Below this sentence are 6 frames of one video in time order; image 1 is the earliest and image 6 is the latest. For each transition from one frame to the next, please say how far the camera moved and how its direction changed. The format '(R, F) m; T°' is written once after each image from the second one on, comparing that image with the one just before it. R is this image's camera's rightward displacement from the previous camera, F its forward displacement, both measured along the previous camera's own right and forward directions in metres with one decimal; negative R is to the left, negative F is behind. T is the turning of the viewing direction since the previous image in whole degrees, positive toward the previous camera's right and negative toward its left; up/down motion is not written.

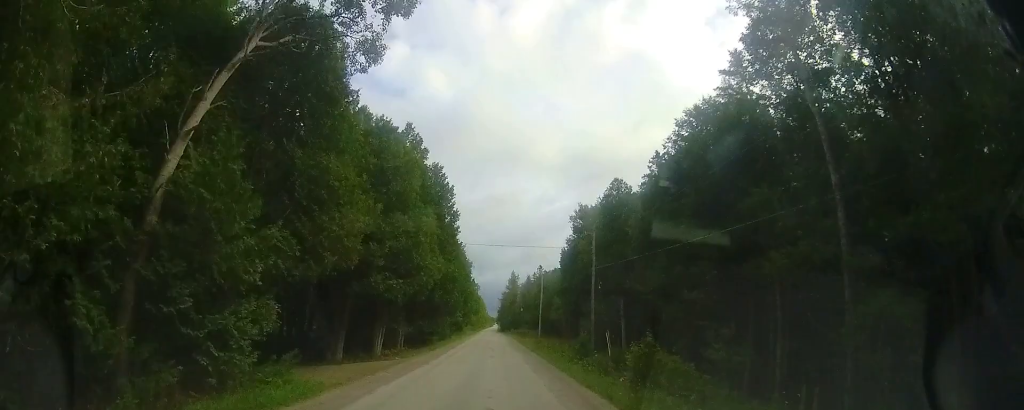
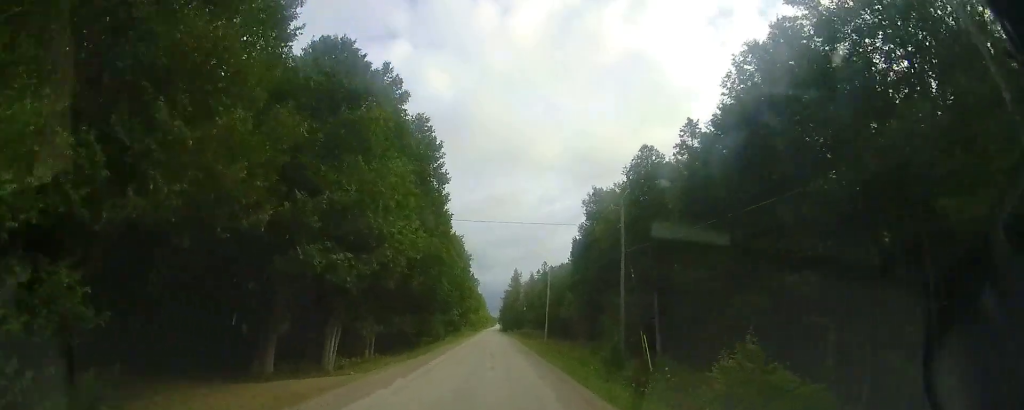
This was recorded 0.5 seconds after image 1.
(+0.2, +5.4) m; 0°
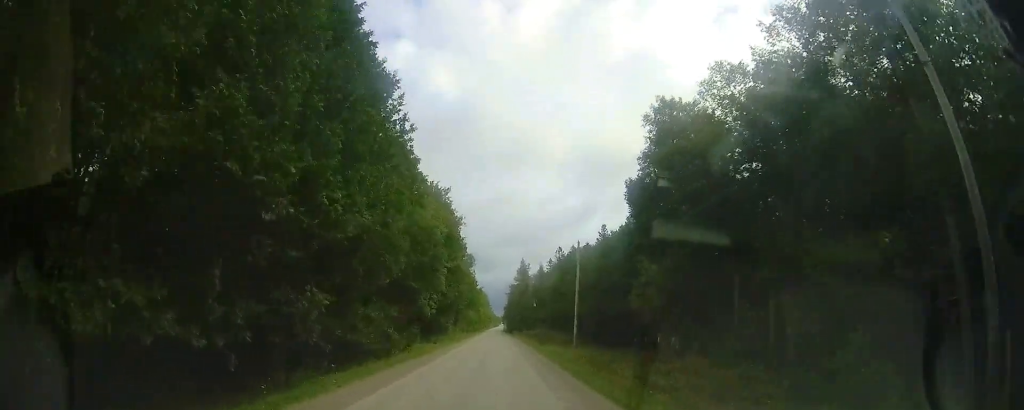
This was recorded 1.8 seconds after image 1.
(-0.3, +15.8) m; -2°
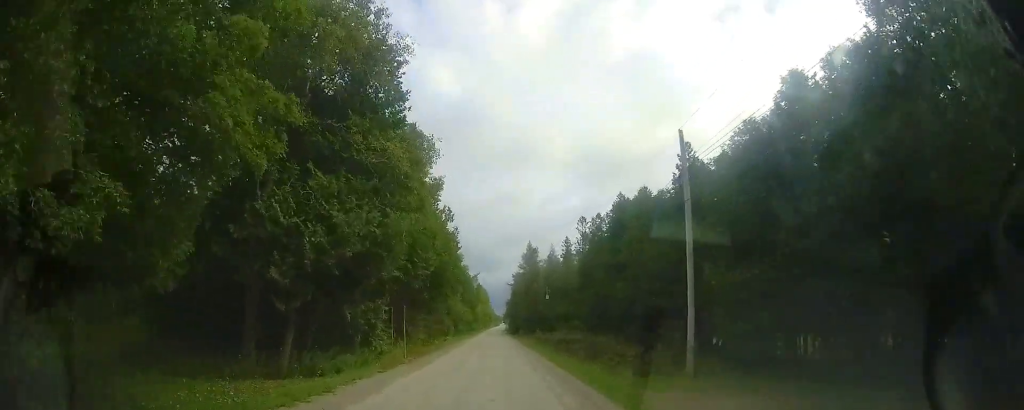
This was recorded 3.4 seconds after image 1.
(+0.1, +20.1) m; 0°
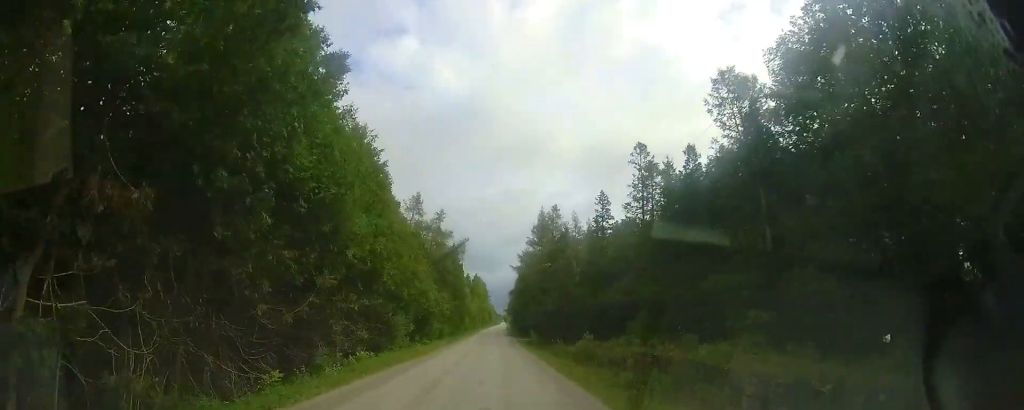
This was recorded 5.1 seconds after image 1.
(-0.6, +23.8) m; -3°
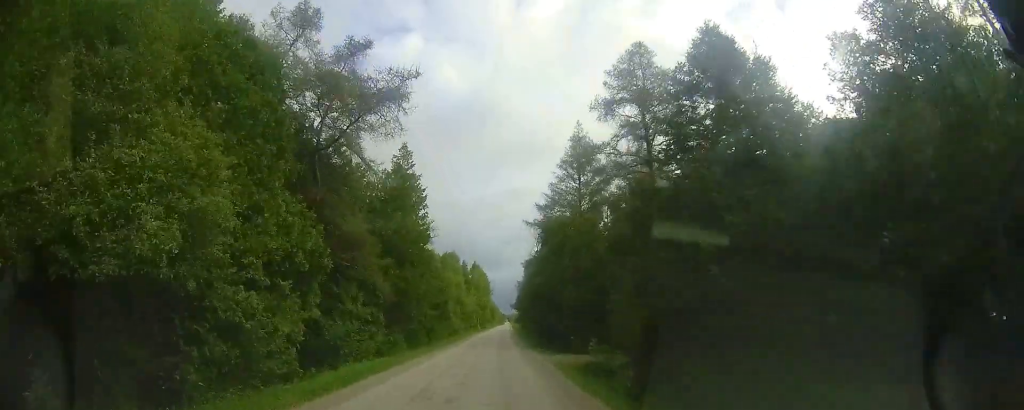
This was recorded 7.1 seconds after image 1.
(+0.4, +30.7) m; +3°
